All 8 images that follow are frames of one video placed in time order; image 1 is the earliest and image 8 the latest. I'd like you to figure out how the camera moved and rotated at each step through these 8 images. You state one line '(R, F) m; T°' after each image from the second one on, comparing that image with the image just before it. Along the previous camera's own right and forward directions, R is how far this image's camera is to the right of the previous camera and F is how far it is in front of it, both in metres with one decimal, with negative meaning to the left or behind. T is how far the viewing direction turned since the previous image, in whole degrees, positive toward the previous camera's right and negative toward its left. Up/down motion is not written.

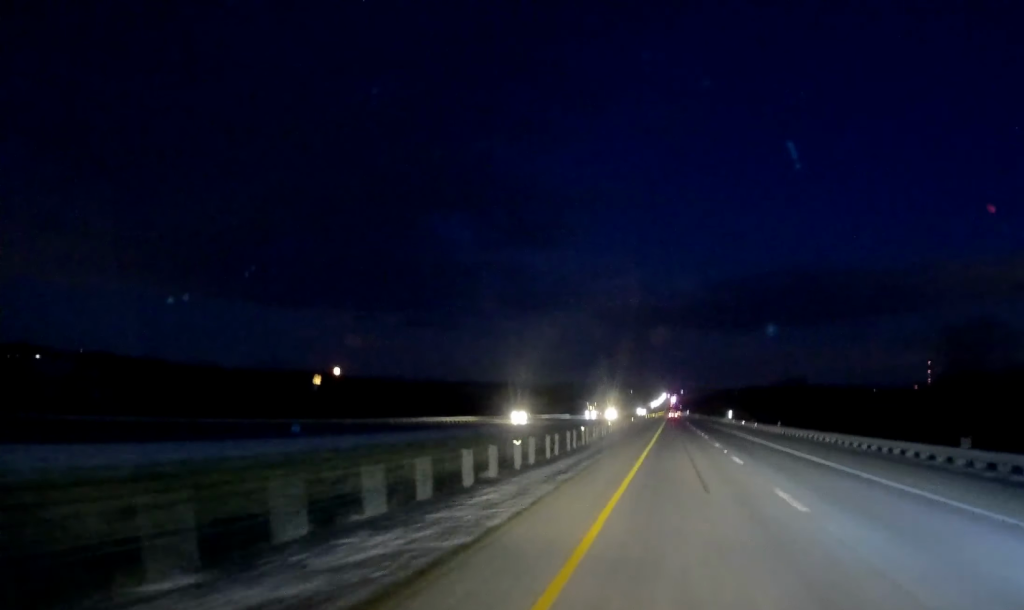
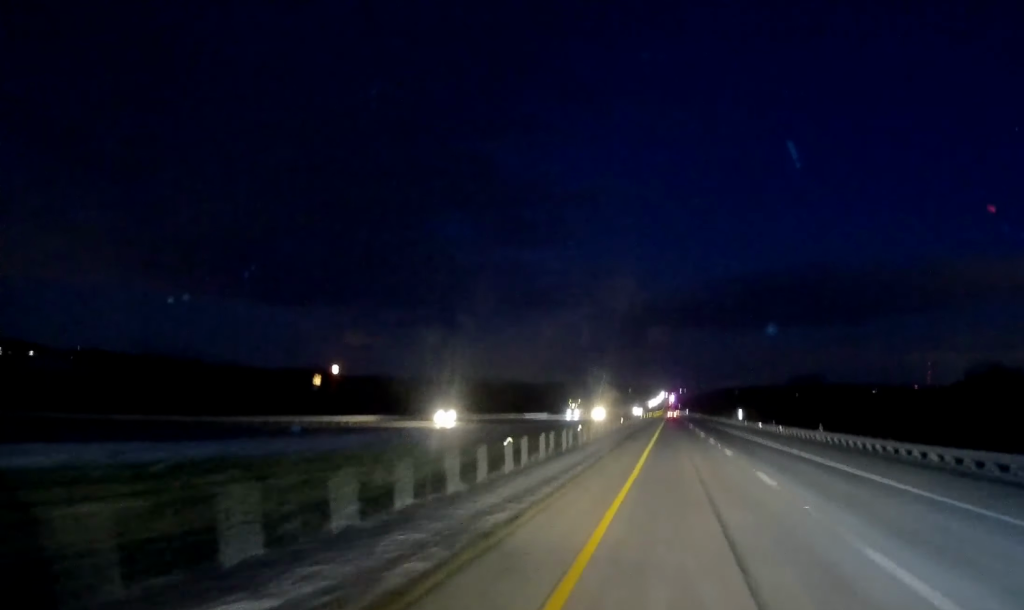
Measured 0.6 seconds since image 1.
(+0.3, +19.8) m; 0°
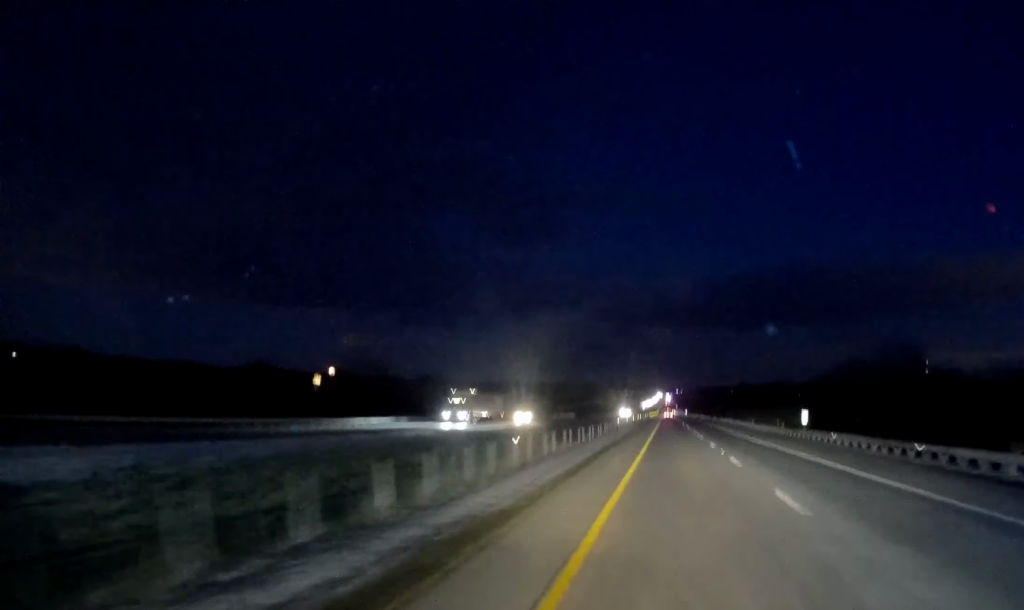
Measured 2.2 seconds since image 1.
(-0.2, +52.7) m; 0°
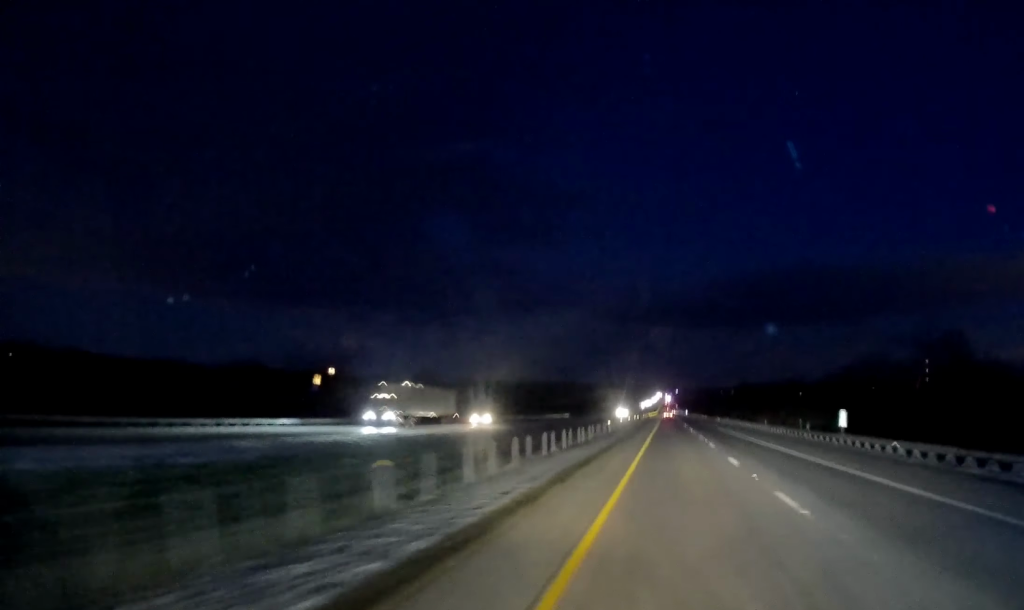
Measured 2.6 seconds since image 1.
(+0.2, +13.1) m; 0°
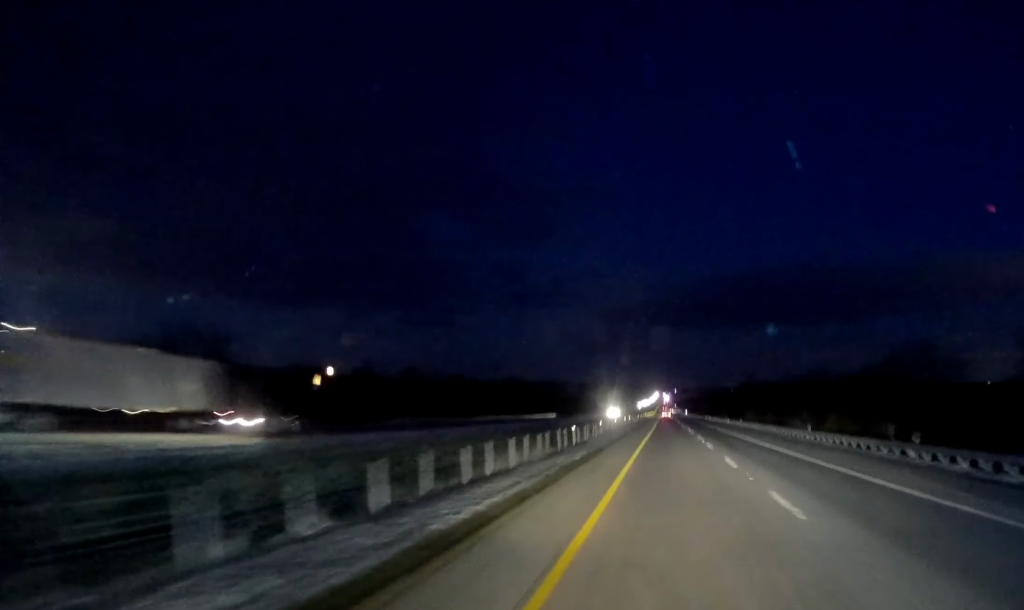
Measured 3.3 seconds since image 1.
(+0.1, +24.0) m; 0°
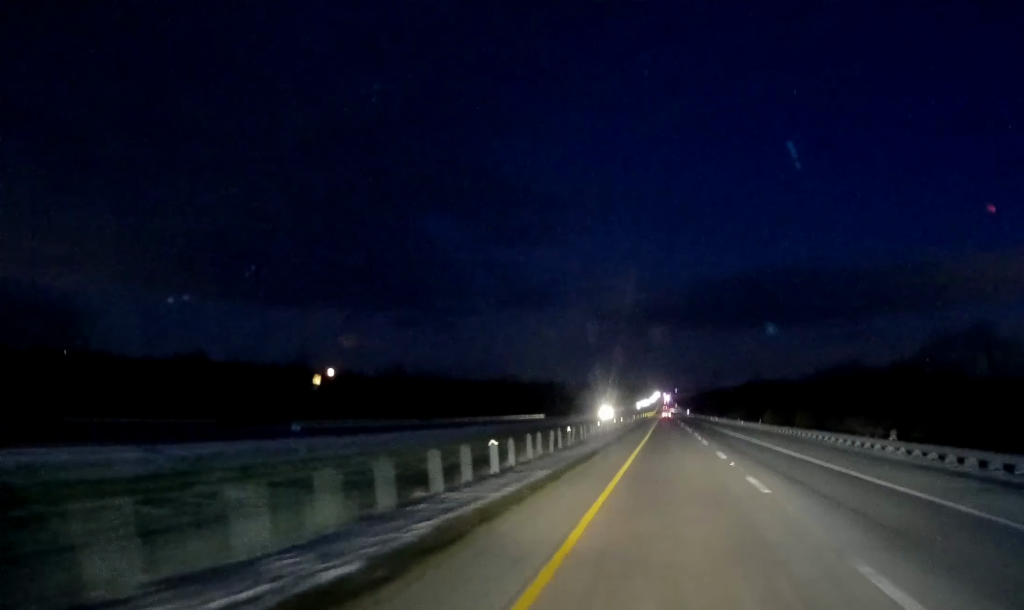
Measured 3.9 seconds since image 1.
(0.0, +19.6) m; 0°
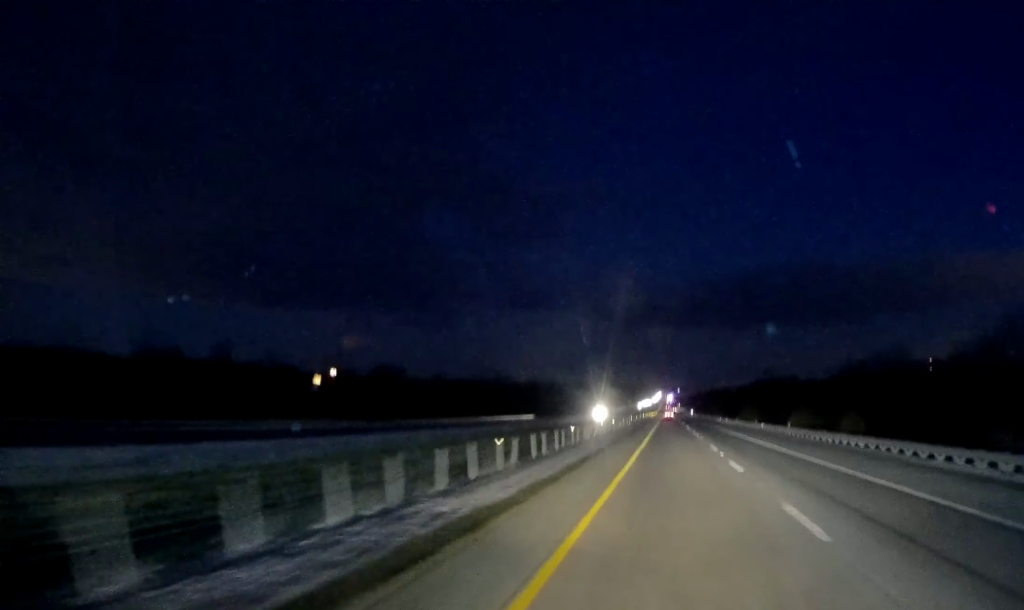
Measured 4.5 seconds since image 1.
(0.0, +17.6) m; -1°
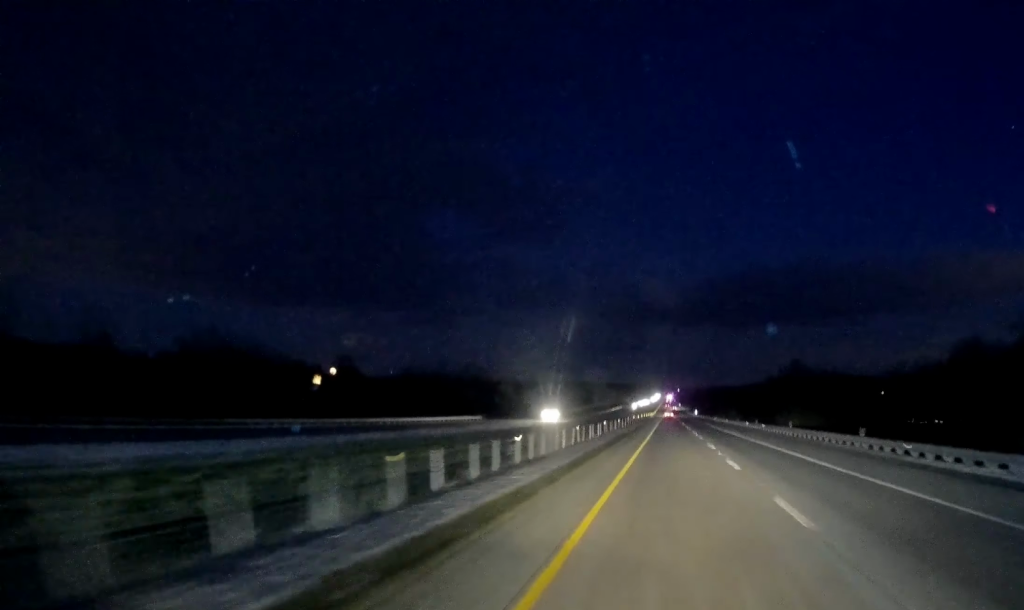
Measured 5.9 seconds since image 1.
(-0.6, +46.4) m; 0°
